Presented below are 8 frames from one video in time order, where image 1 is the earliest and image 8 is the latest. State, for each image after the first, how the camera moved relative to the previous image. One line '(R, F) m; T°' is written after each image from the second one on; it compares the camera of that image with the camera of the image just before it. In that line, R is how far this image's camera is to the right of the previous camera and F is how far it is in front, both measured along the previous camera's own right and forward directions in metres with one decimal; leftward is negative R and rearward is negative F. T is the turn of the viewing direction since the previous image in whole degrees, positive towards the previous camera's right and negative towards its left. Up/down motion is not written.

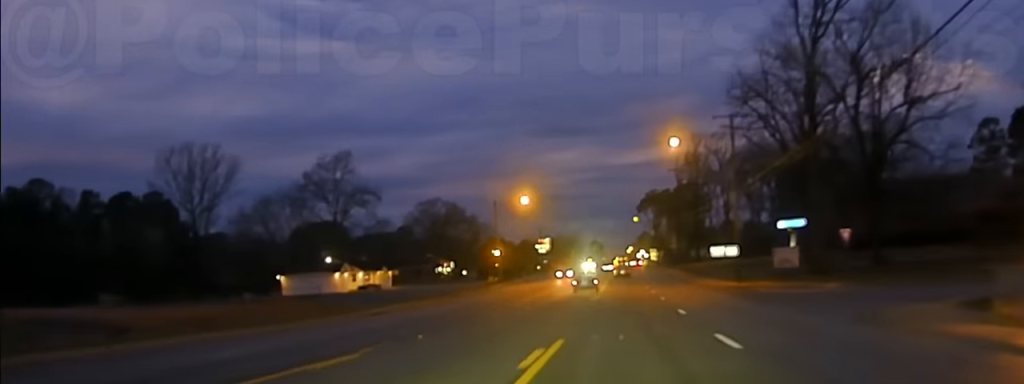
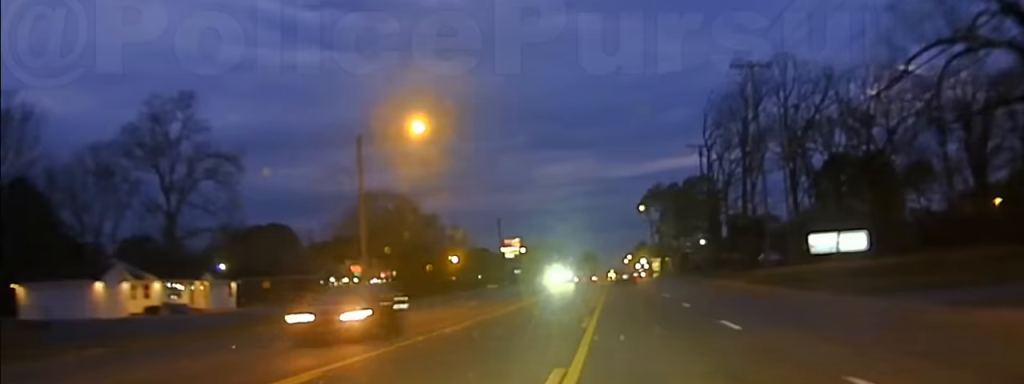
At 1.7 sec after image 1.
(+0.4, +54.2) m; +1°
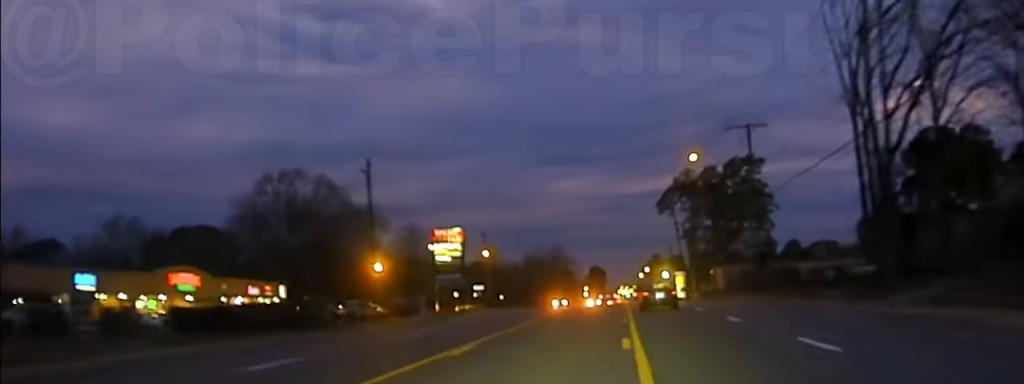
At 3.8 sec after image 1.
(+0.6, +61.9) m; 0°
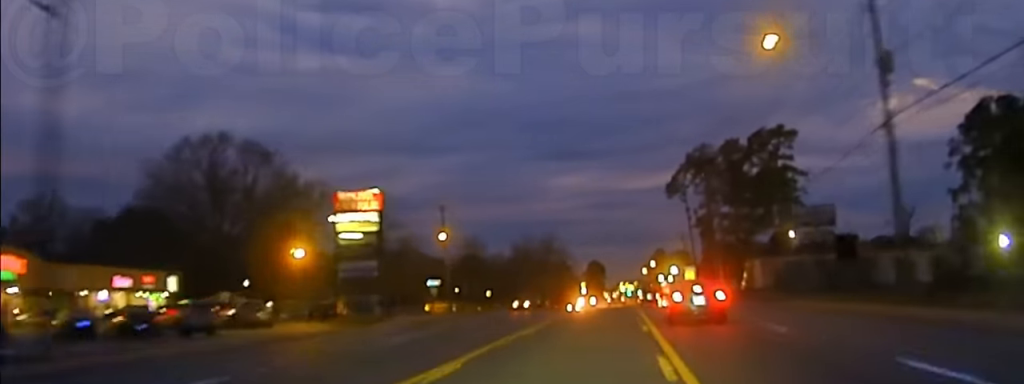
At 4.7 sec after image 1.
(-0.1, +27.2) m; 0°
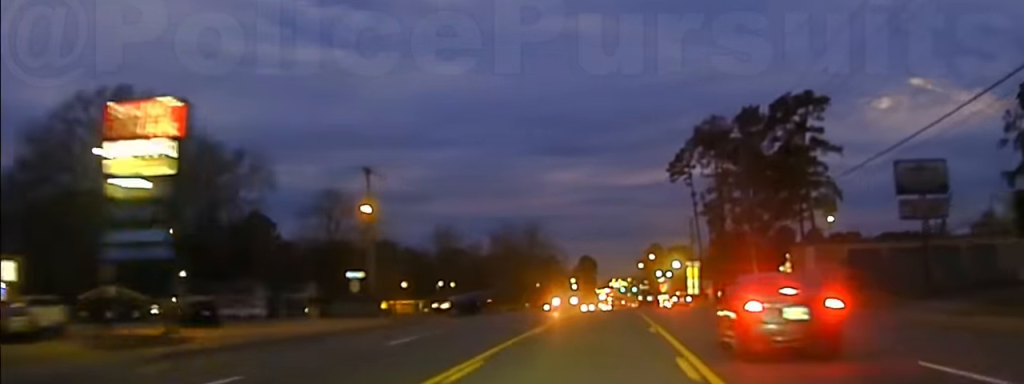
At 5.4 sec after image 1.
(-0.1, +25.9) m; 0°
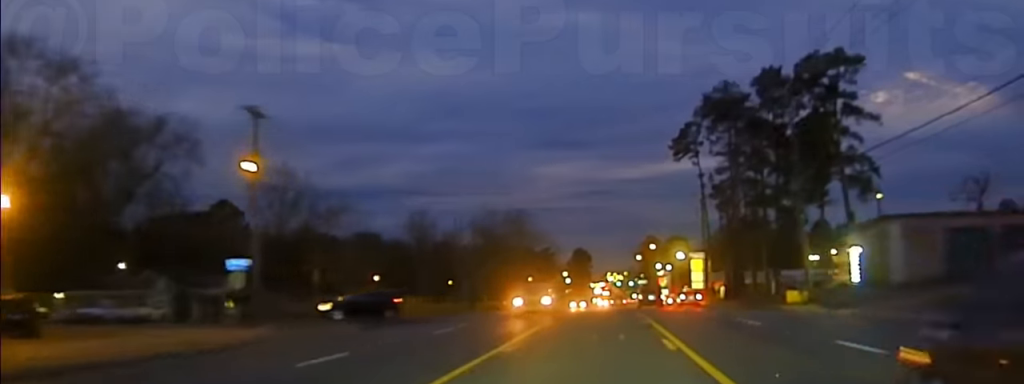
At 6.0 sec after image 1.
(+0.1, +21.1) m; 0°
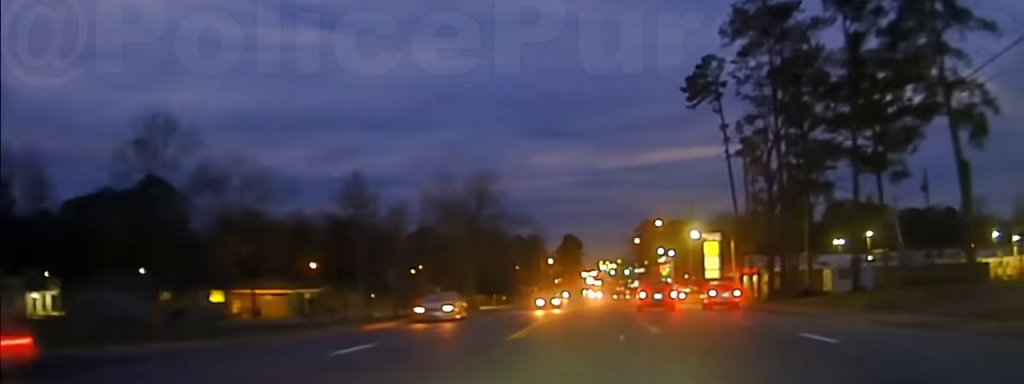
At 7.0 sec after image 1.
(+0.1, +34.7) m; 0°
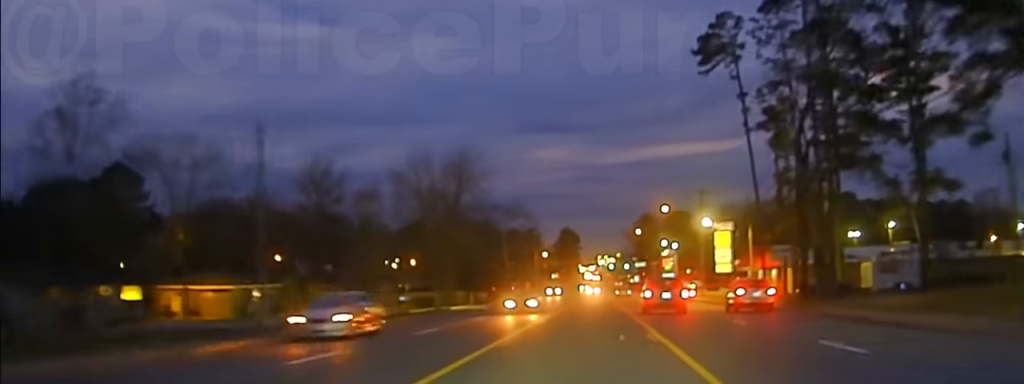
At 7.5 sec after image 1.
(0.0, +14.8) m; 0°
